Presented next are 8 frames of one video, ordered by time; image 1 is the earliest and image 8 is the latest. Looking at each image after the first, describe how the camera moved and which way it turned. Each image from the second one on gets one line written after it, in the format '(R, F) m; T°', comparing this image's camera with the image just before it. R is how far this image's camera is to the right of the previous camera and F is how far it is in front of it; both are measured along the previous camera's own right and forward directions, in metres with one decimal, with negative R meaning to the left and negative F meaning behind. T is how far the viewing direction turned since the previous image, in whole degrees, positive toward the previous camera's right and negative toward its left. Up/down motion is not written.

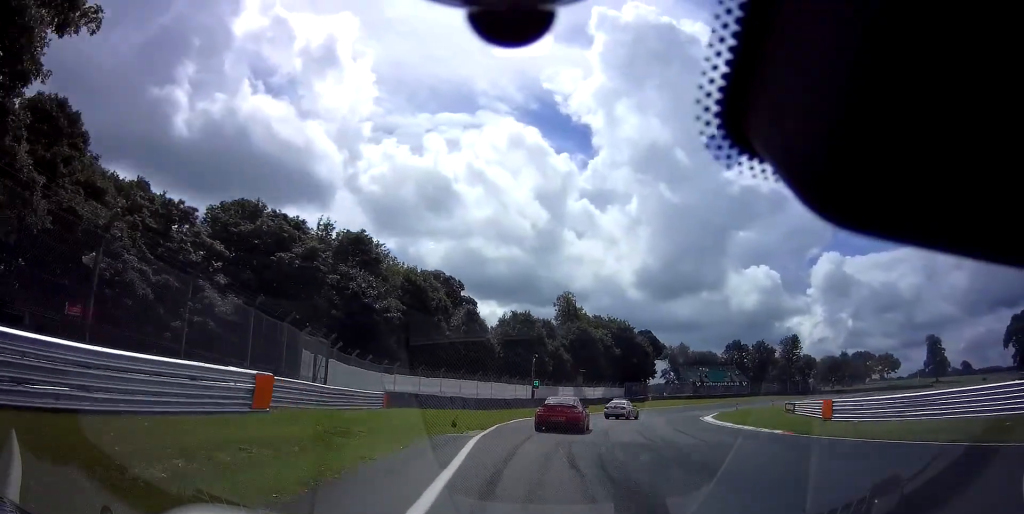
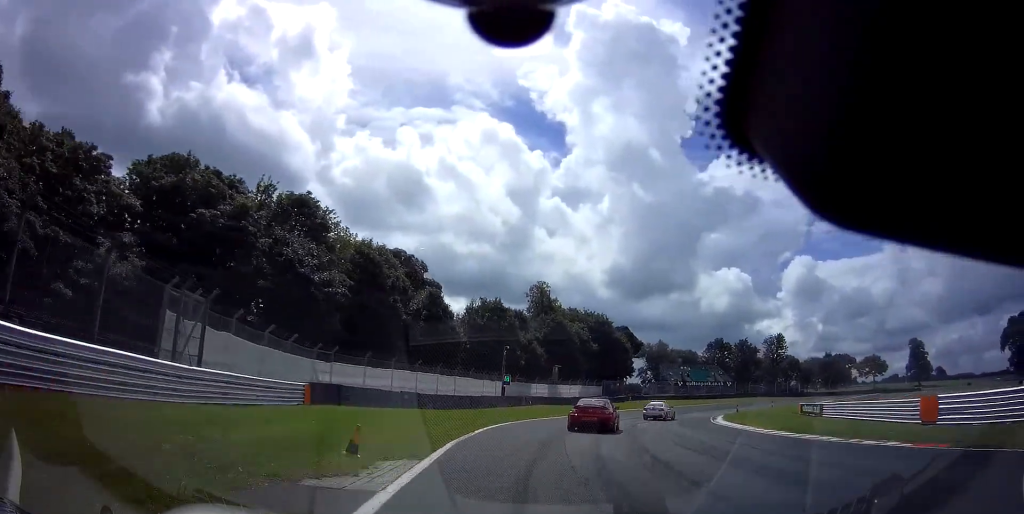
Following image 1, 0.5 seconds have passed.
(-0.2, +9.6) m; +4°
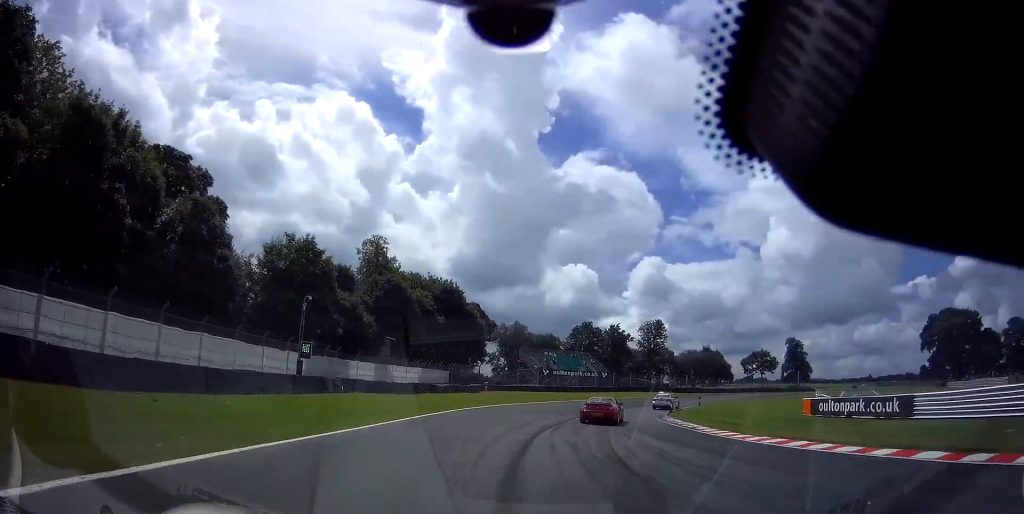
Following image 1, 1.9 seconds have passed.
(+3.4, +23.7) m; +16°
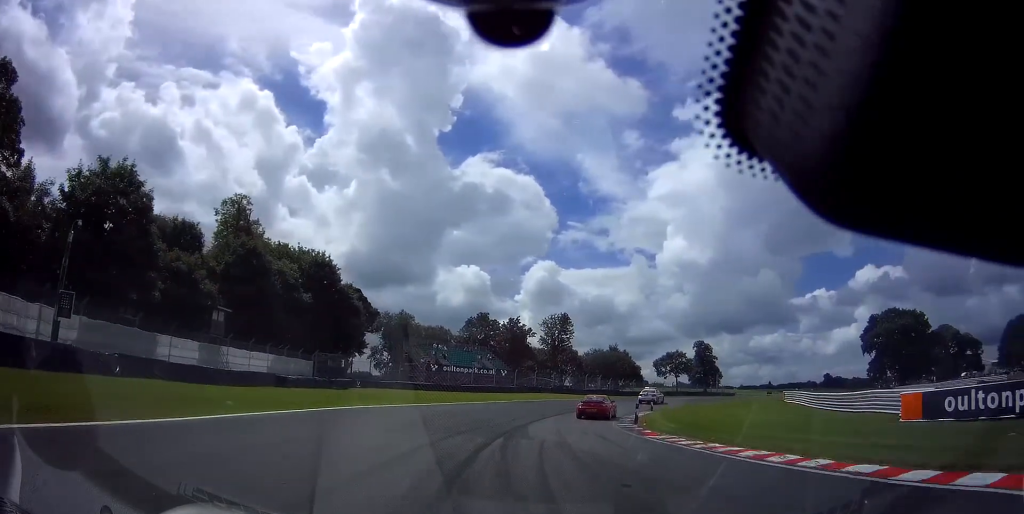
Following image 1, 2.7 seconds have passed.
(+1.3, +15.7) m; +11°
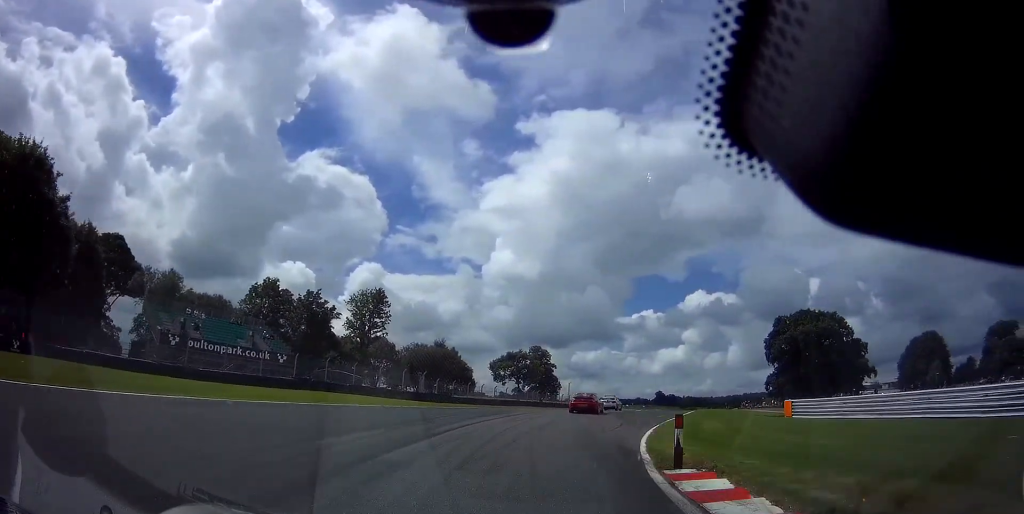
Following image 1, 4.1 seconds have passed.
(+4.9, +28.6) m; +18°
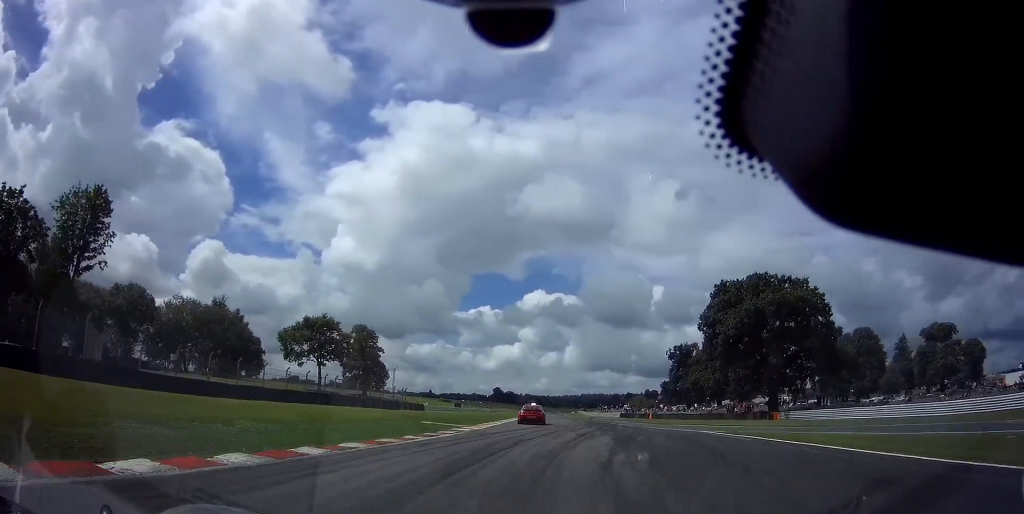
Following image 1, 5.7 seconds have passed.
(+5.7, +36.5) m; +16°
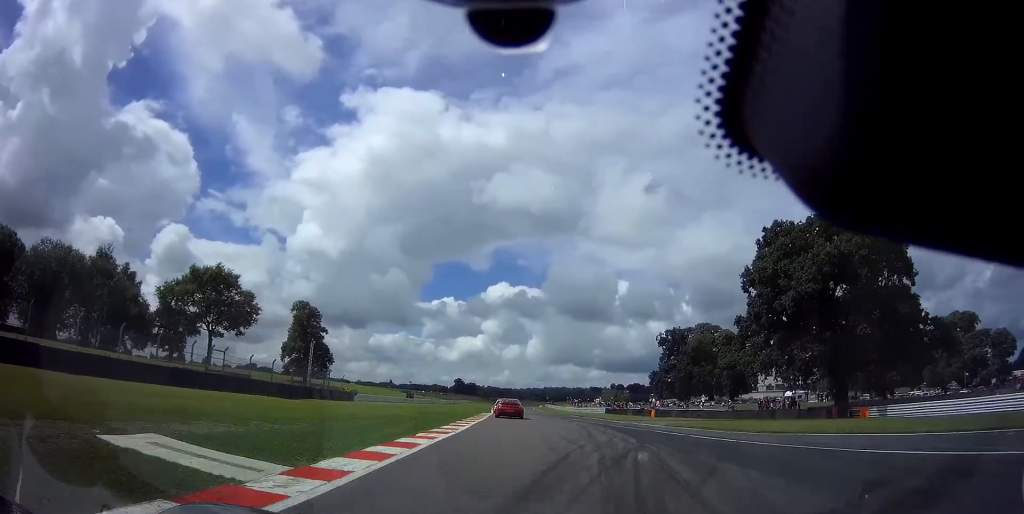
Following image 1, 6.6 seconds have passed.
(+1.2, +21.9) m; +5°
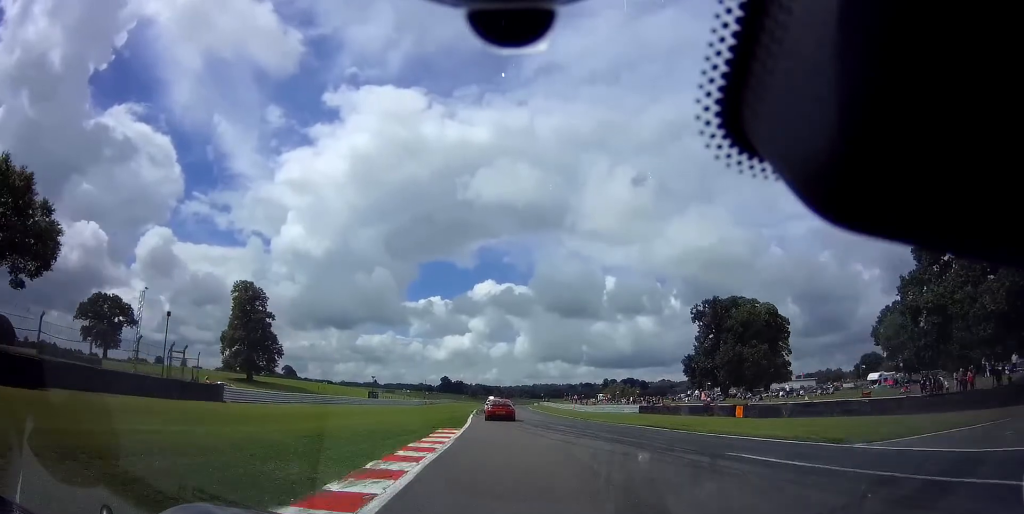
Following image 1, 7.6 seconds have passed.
(+0.7, +28.9) m; +2°
